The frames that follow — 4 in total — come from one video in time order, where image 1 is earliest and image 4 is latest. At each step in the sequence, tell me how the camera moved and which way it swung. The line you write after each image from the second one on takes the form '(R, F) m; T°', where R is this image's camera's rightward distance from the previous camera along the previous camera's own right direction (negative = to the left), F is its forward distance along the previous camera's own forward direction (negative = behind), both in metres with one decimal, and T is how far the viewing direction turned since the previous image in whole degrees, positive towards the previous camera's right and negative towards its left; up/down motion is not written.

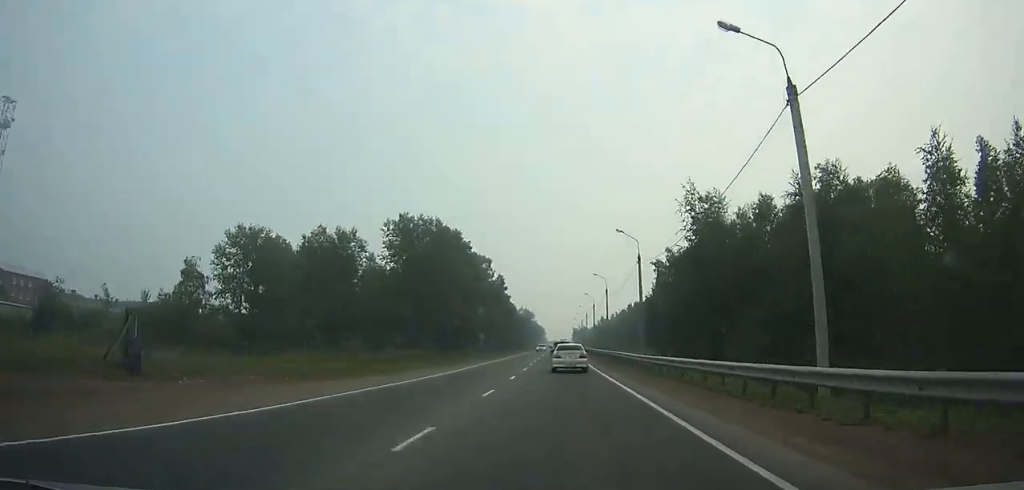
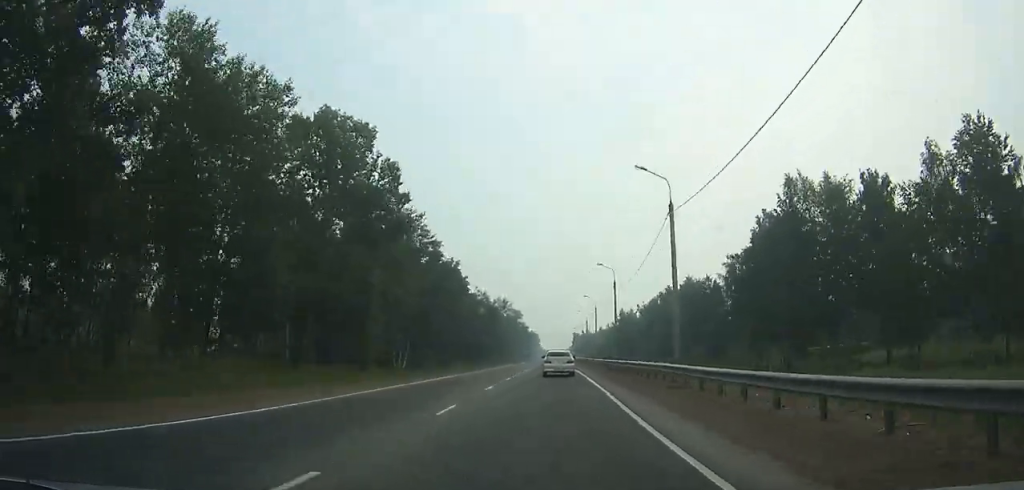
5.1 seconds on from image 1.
(0.0, +79.8) m; 0°
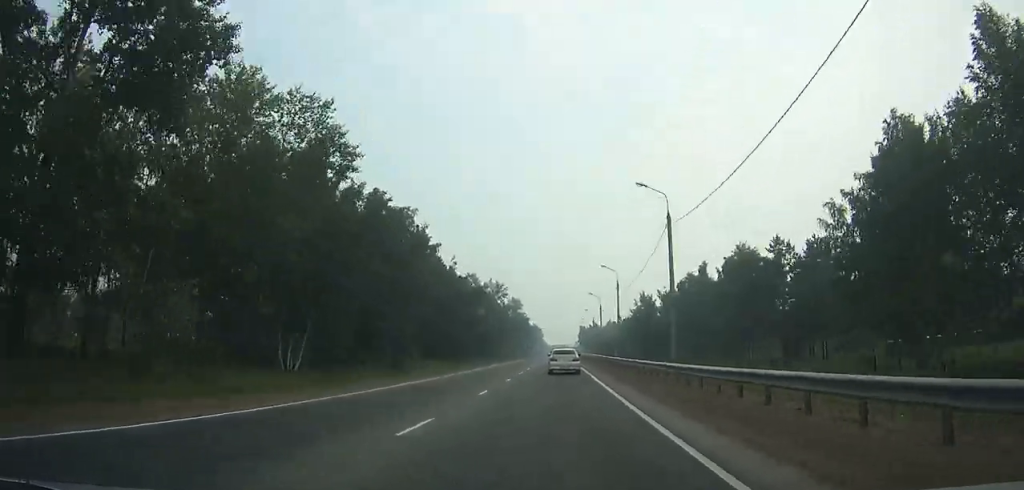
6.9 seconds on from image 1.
(0.0, +27.7) m; 0°
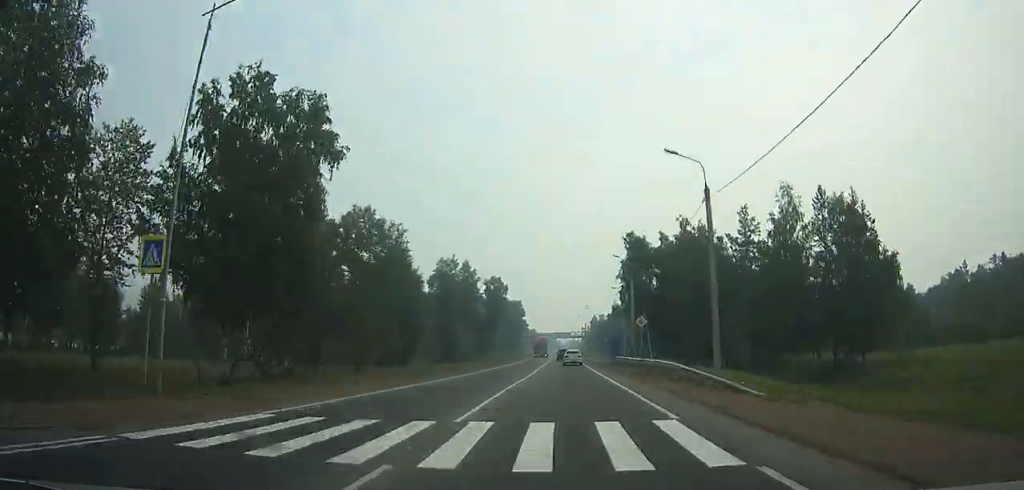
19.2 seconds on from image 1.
(+0.6, +184.6) m; 0°
